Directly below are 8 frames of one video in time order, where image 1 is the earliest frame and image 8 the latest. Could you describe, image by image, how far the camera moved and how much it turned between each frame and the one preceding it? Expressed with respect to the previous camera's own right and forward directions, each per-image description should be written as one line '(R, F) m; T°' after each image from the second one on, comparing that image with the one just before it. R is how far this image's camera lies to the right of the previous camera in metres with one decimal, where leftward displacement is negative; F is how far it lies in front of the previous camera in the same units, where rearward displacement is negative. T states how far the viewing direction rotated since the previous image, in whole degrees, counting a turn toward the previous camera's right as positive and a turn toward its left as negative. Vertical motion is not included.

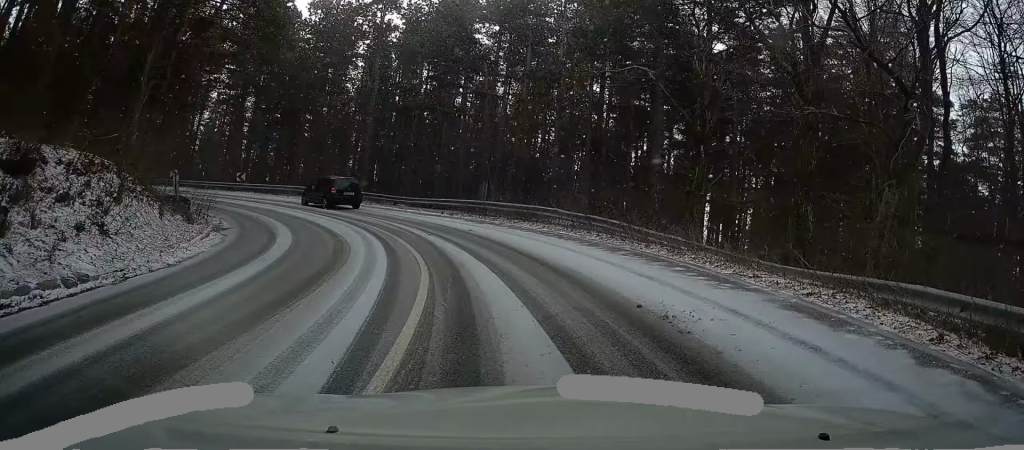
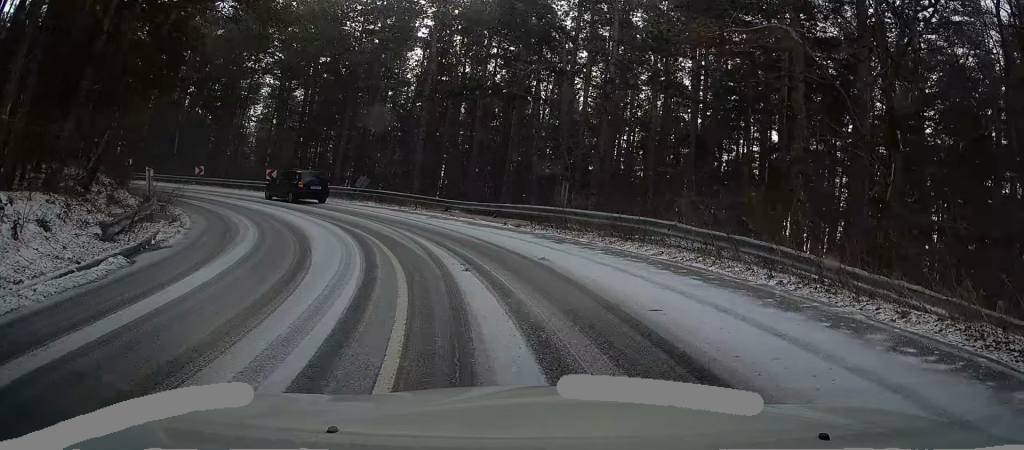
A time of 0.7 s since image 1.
(-0.3, +7.5) m; -8°
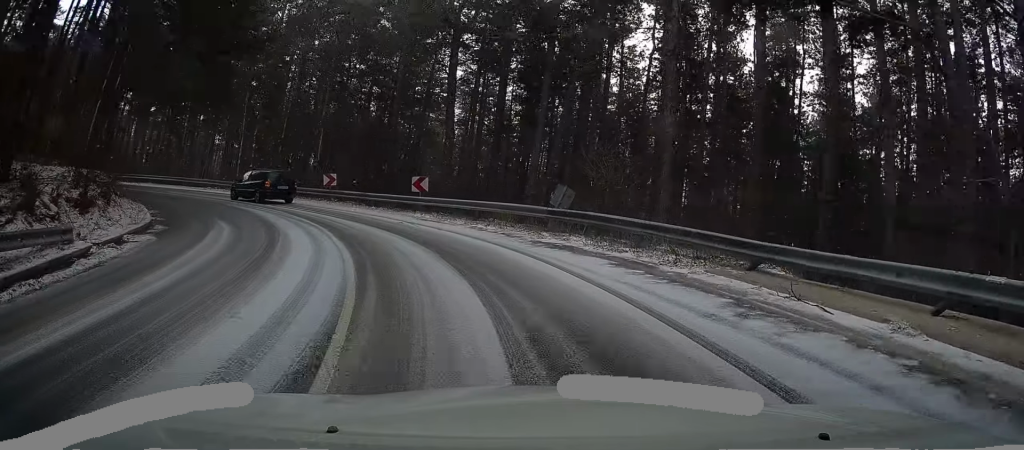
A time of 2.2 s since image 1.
(-2.8, +15.3) m; -19°
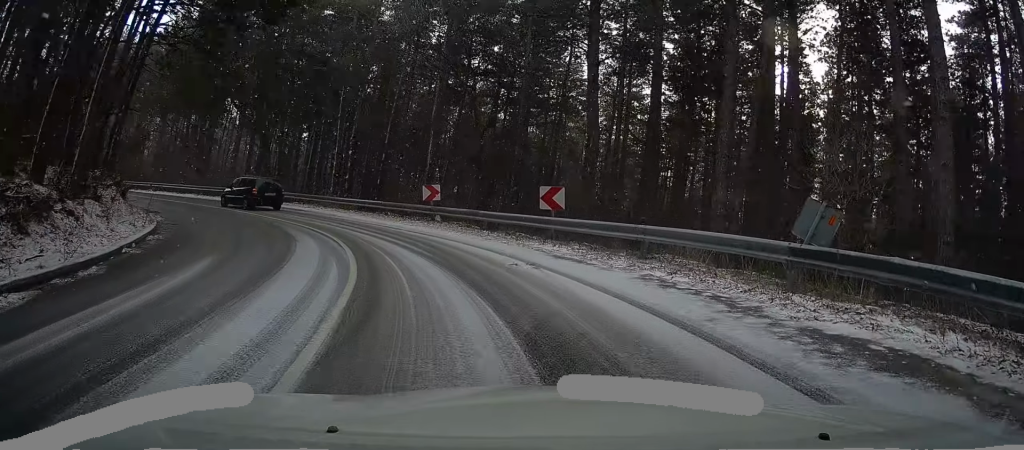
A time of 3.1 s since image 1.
(-0.7, +8.5) m; -11°
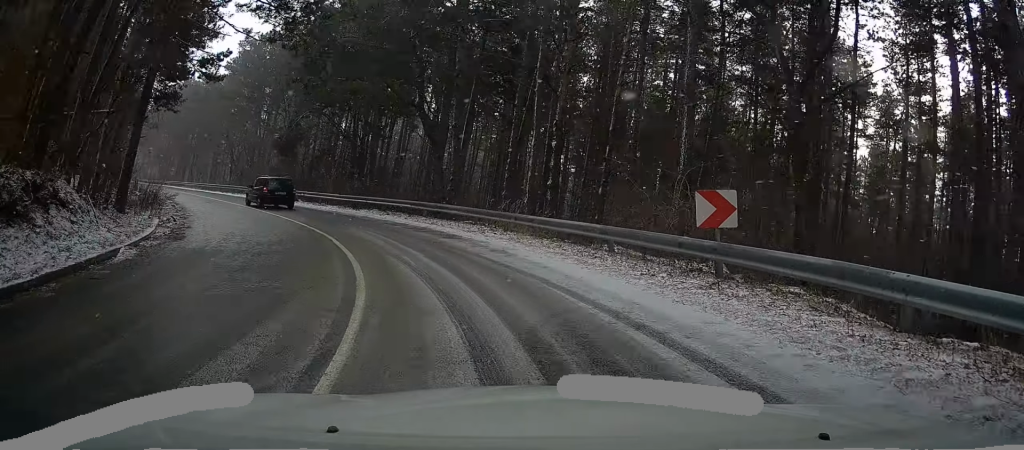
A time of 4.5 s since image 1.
(-2.3, +13.7) m; -16°
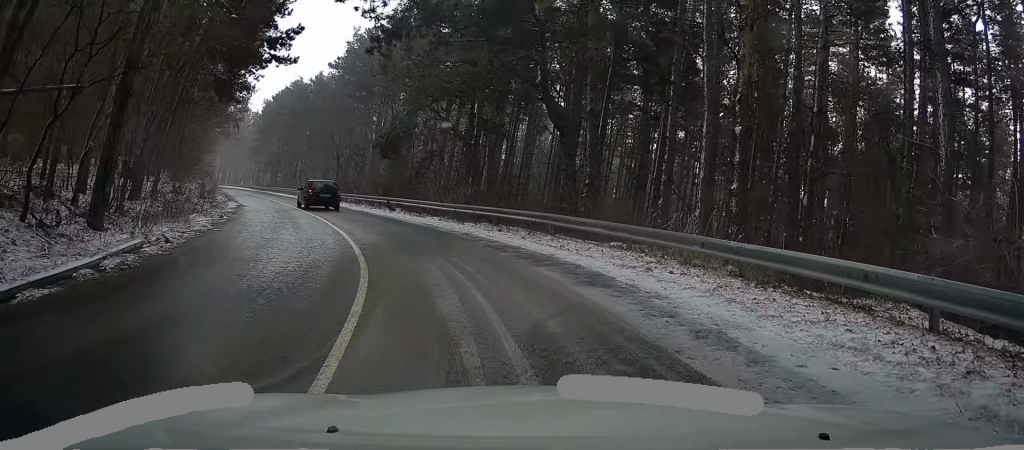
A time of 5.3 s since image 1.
(-0.5, +7.9) m; -6°
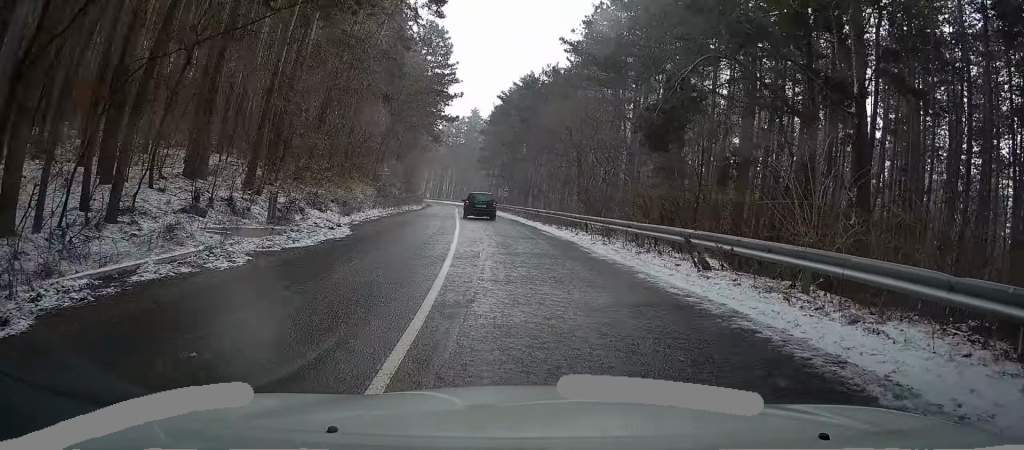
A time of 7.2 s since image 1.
(-2.9, +19.4) m; -19°
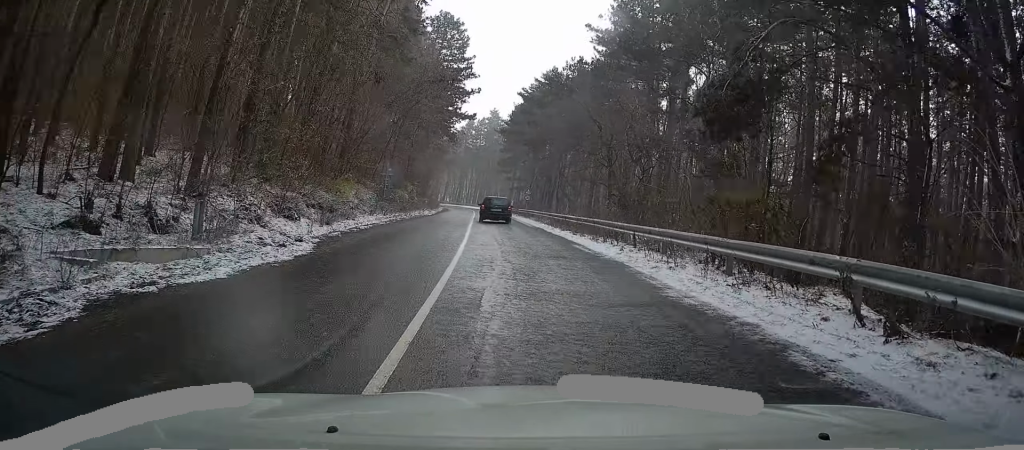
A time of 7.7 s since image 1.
(-0.1, +4.9) m; -5°
